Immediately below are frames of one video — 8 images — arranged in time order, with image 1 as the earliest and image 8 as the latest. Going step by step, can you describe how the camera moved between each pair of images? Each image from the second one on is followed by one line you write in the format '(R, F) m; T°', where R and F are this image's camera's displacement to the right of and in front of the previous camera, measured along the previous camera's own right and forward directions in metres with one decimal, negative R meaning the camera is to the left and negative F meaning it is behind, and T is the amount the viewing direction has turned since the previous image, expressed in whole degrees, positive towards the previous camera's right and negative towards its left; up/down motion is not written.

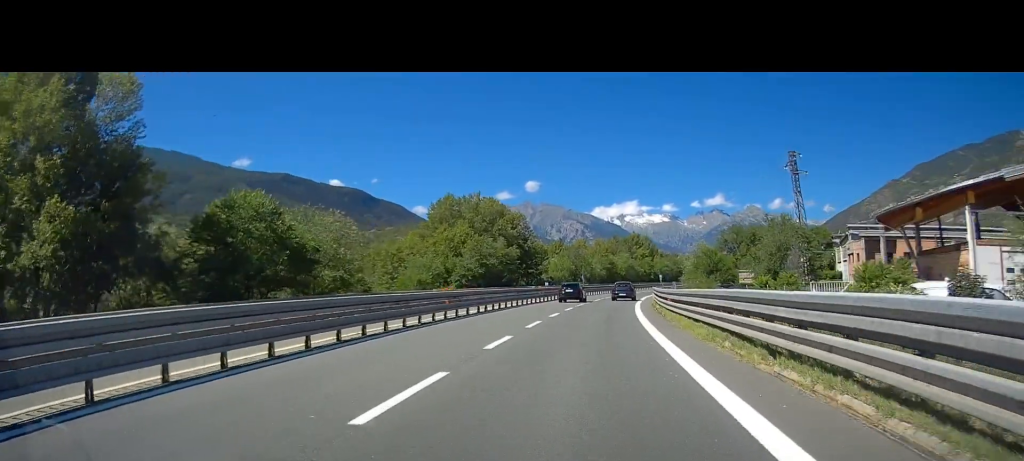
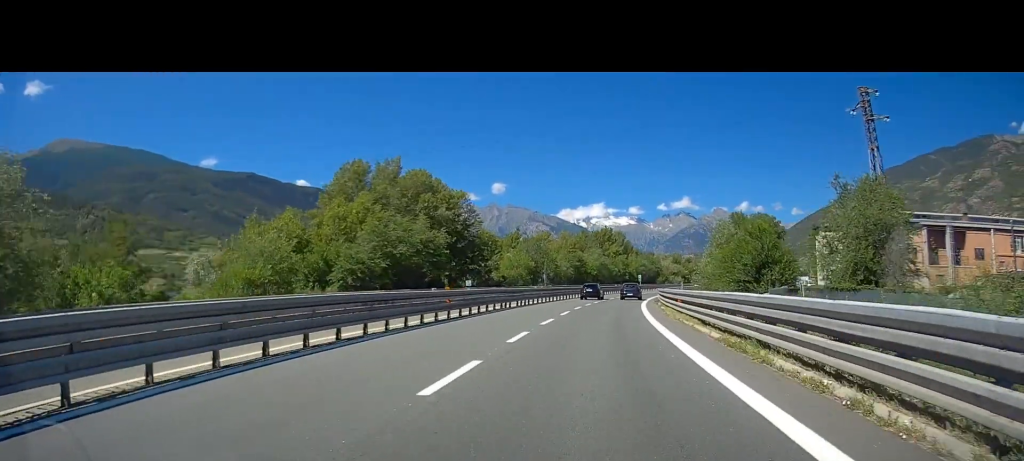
(+1.0, +27.9) m; +3°
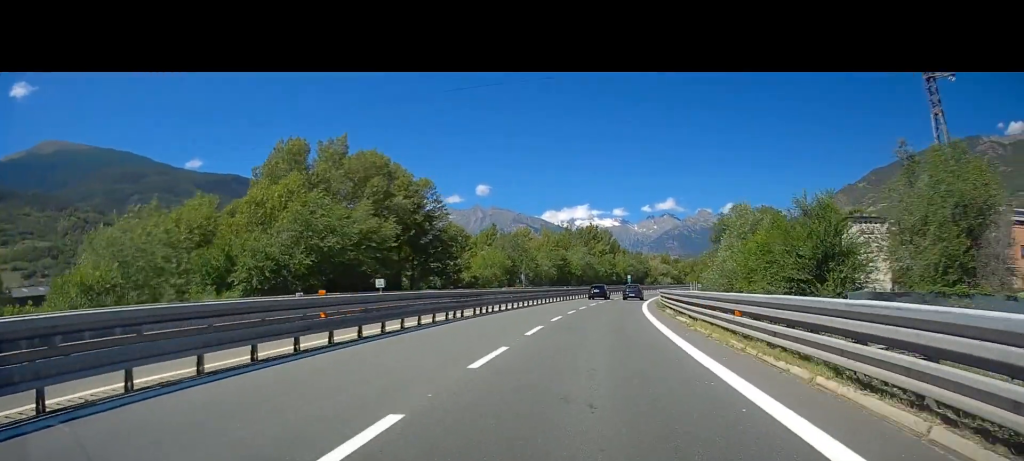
(0.0, +12.0) m; +1°
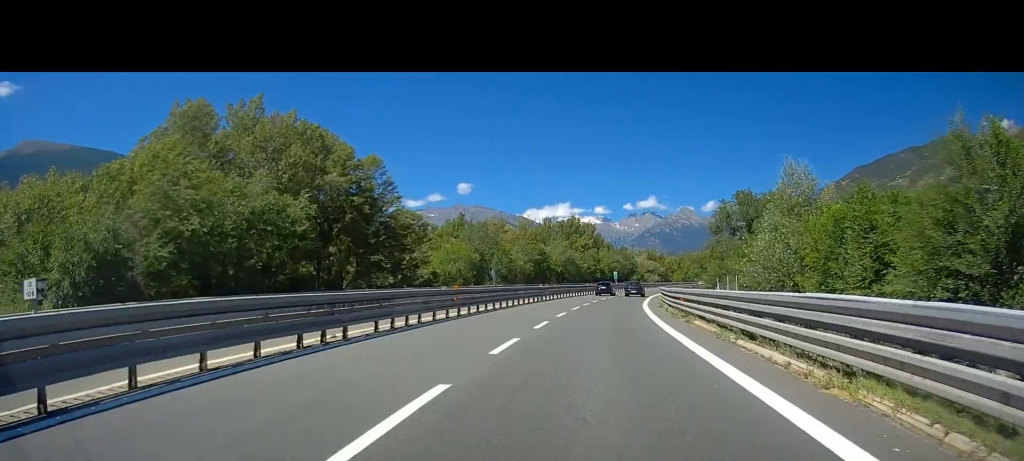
(+0.2, +13.3) m; +2°
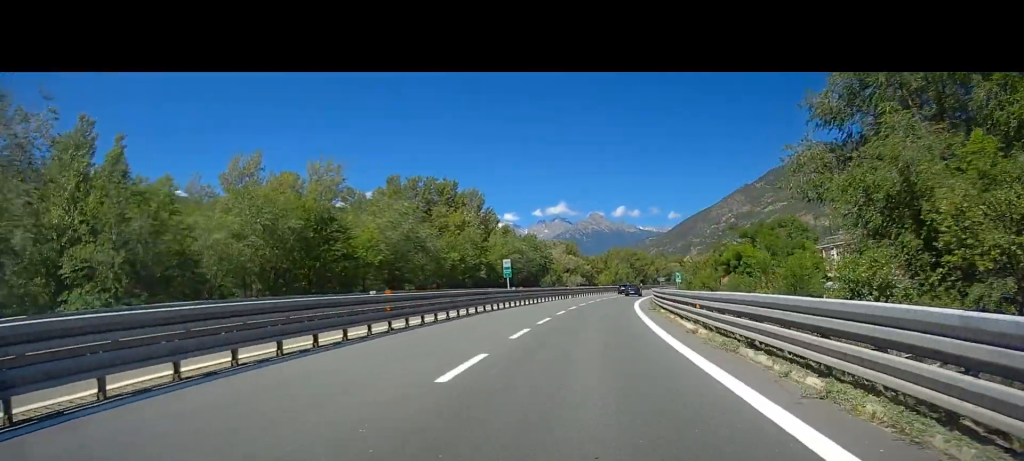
(+3.6, +62.1) m; +7°
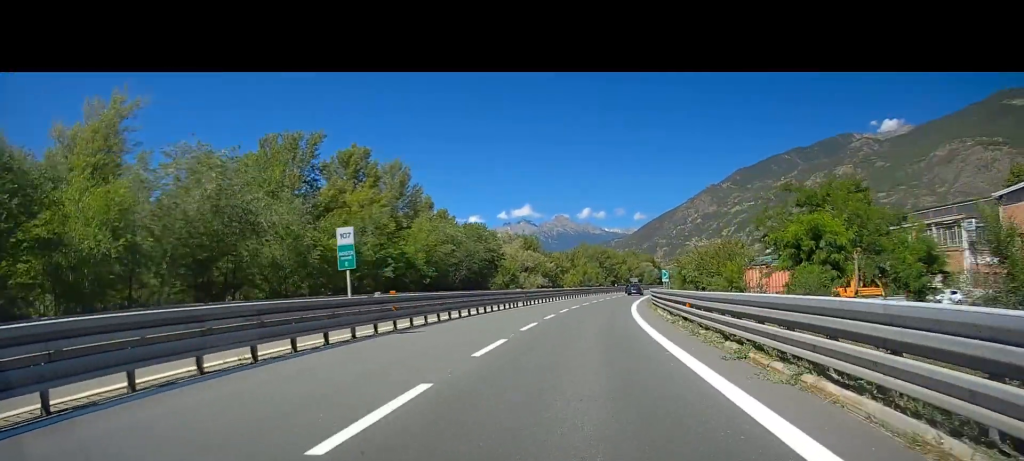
(+1.1, +24.0) m; +5°
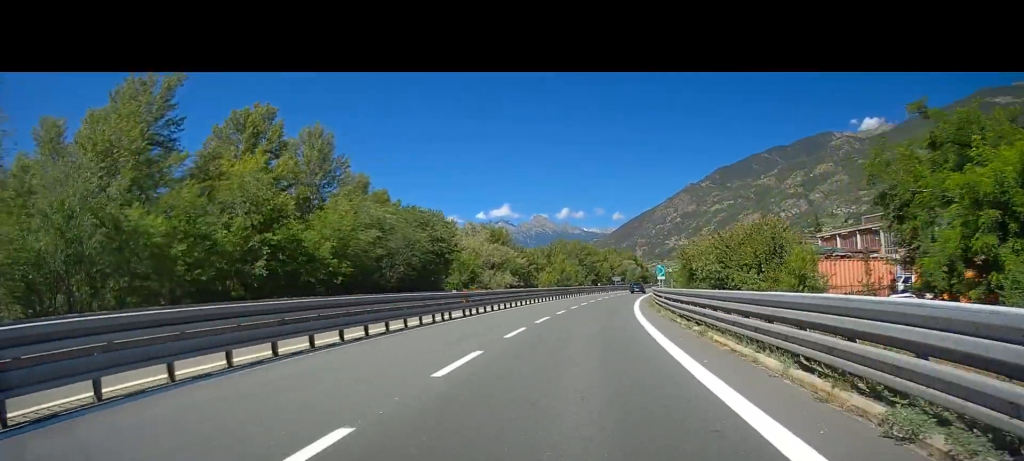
(+0.5, +16.0) m; +3°
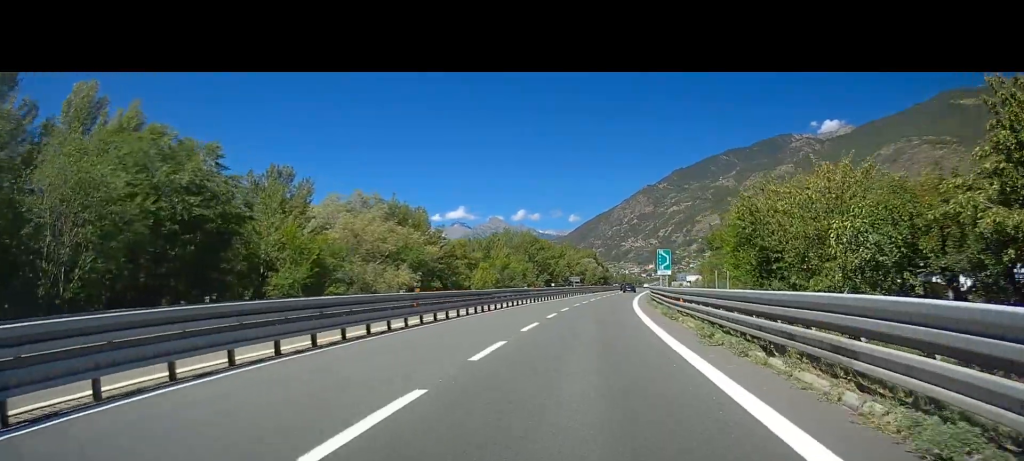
(+0.9, +29.5) m; +3°
